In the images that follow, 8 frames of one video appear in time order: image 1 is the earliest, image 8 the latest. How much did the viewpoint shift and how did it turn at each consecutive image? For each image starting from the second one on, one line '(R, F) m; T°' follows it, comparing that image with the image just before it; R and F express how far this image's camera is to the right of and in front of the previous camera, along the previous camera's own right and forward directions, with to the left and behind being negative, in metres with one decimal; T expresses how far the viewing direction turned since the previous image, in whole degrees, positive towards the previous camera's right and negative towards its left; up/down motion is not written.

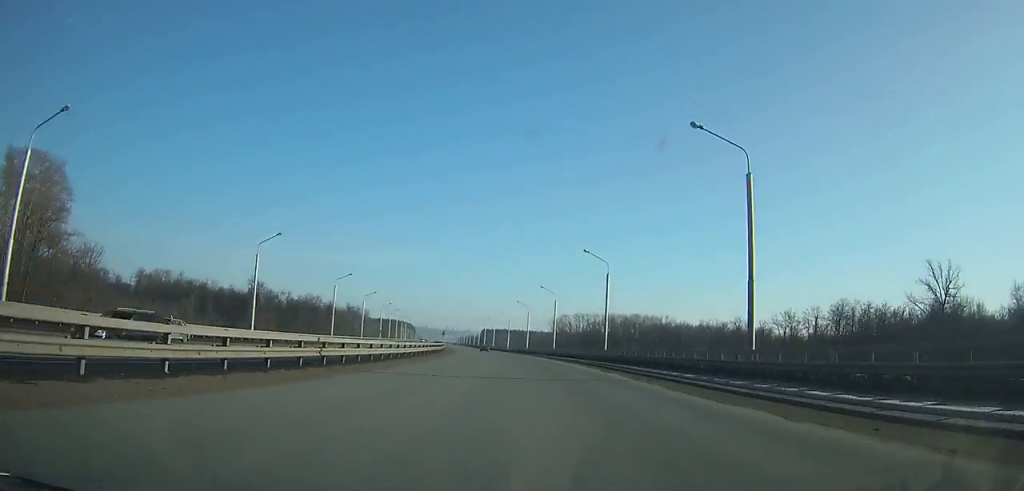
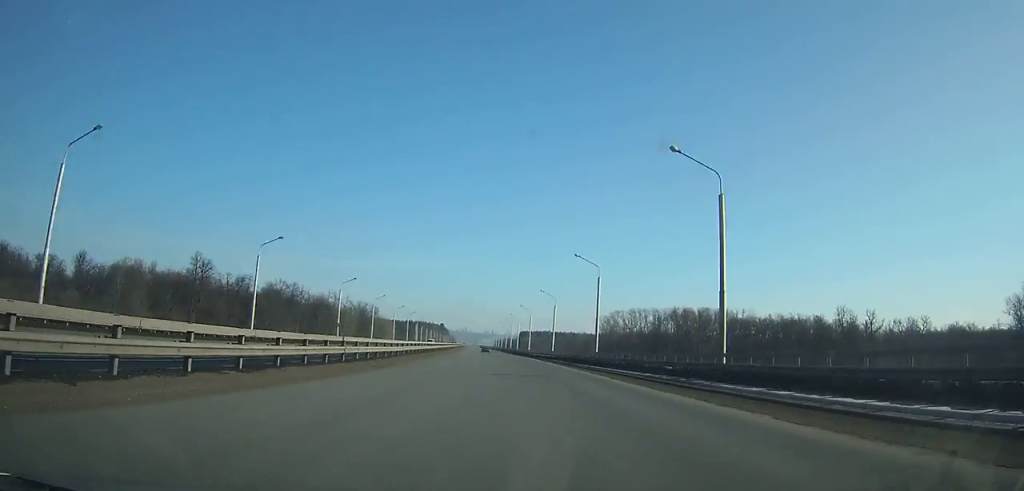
(-2.7, +69.0) m; -4°
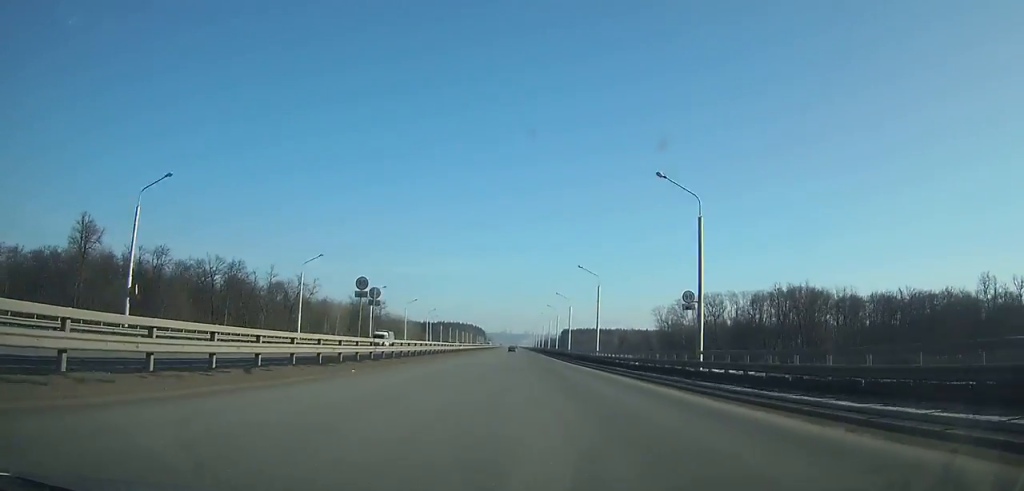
(-1.7, +64.6) m; -2°
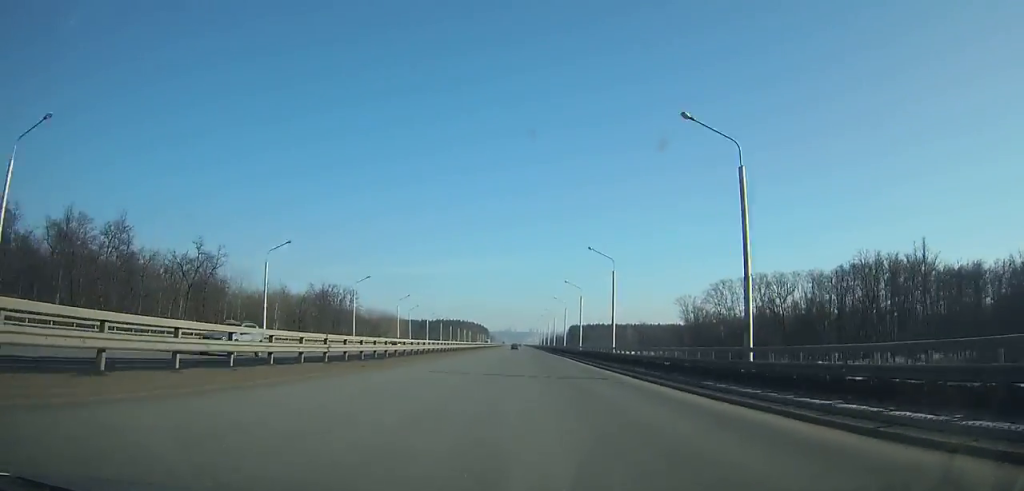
(-0.3, +46.7) m; 0°
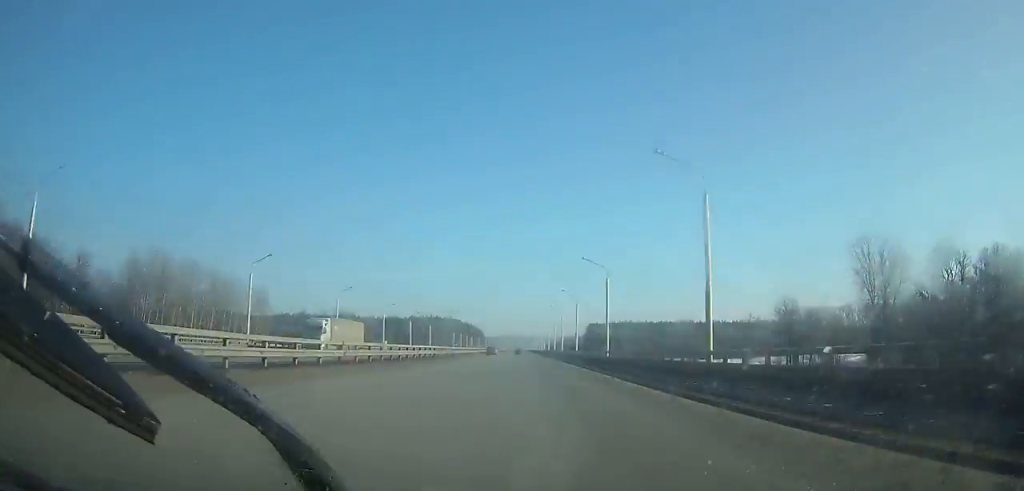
(-1.2, +170.0) m; -1°
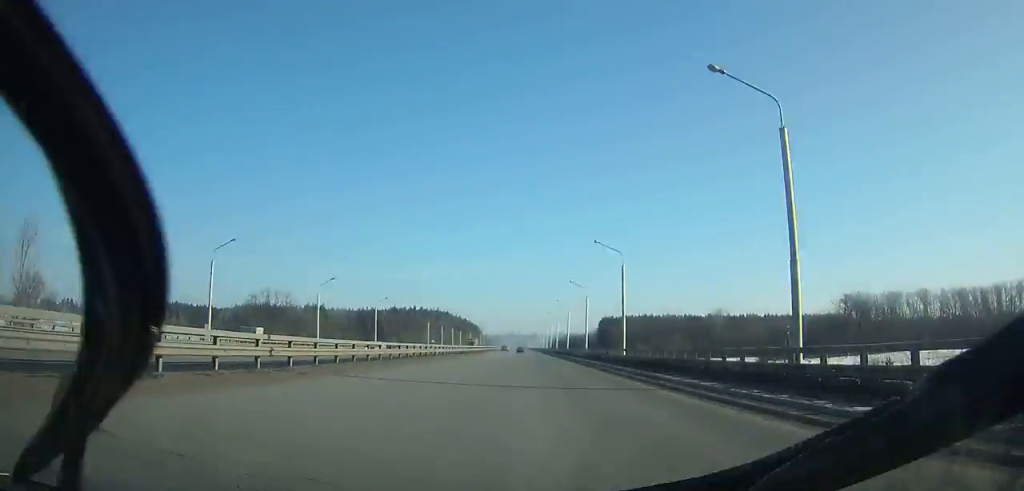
(0.0, +78.9) m; 0°
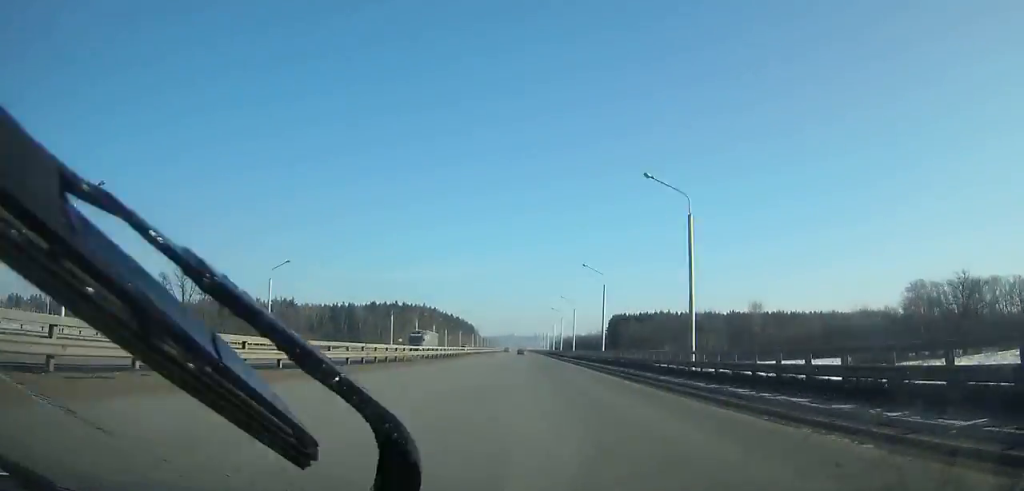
(0.0, +55.0) m; 0°
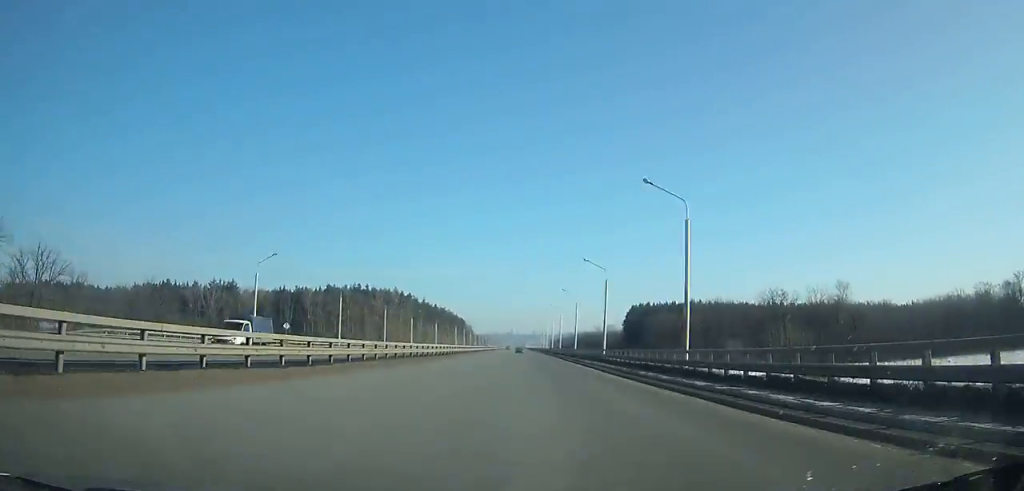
(+0.1, +74.3) m; 0°
